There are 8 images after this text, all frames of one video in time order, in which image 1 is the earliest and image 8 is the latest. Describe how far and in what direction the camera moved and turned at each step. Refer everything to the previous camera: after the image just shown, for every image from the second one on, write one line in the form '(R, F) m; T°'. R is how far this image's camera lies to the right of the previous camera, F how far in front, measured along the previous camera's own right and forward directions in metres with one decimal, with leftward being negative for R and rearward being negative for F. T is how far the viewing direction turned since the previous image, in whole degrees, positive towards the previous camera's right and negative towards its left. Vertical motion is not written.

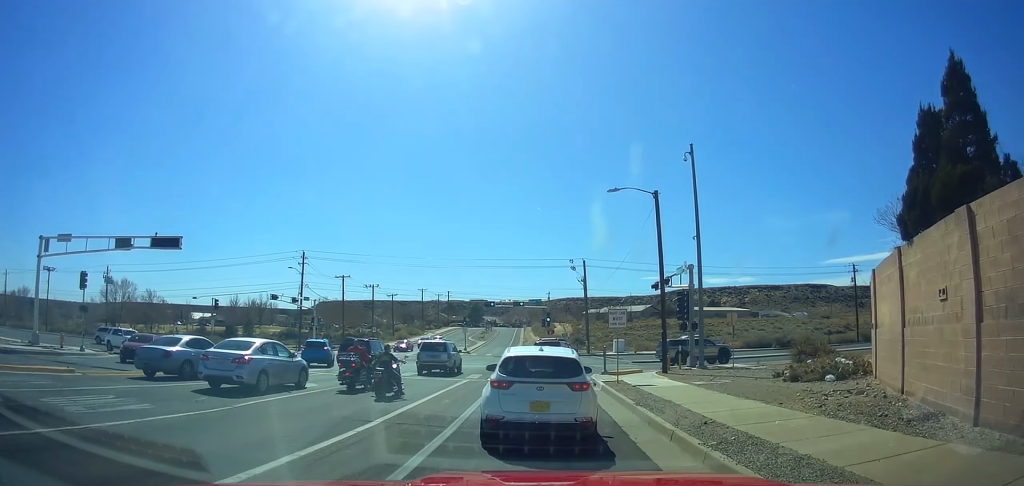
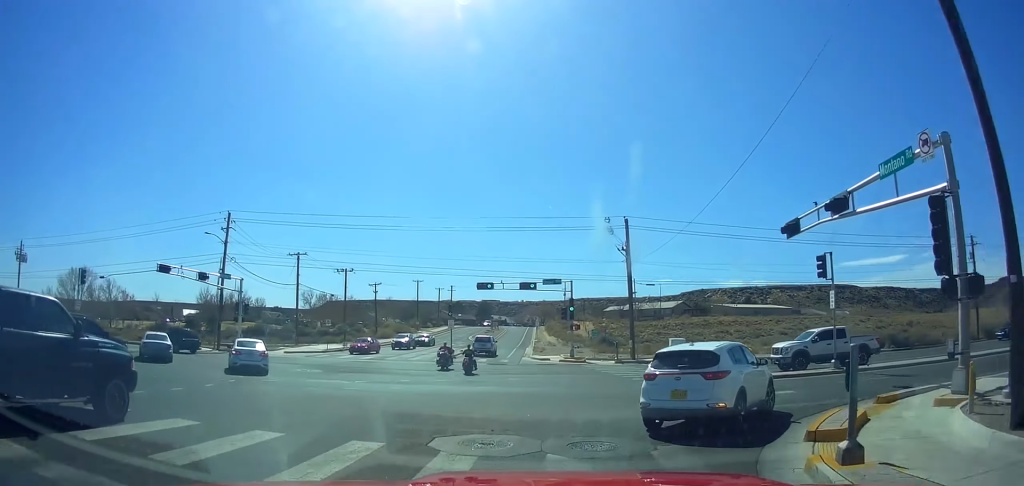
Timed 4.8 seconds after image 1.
(-1.1, +17.6) m; +11°
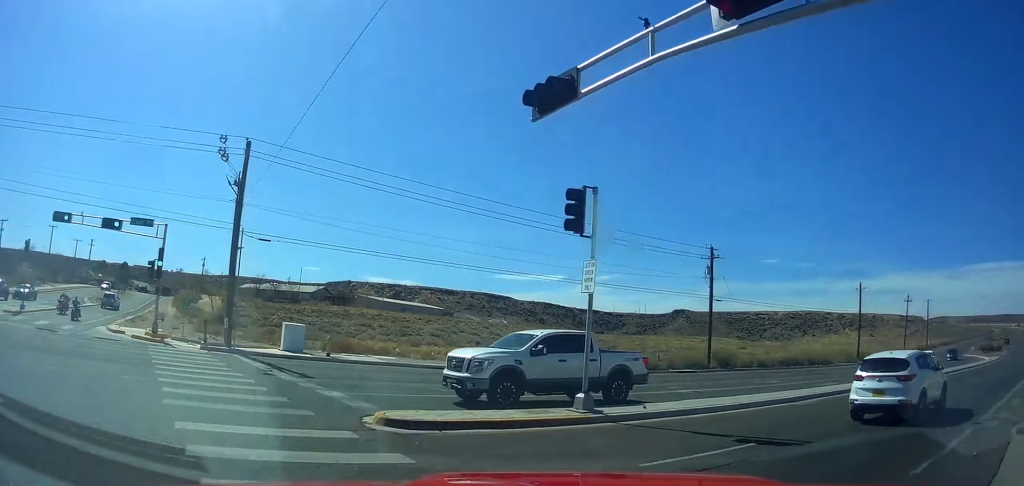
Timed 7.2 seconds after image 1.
(+2.2, +12.7) m; +34°
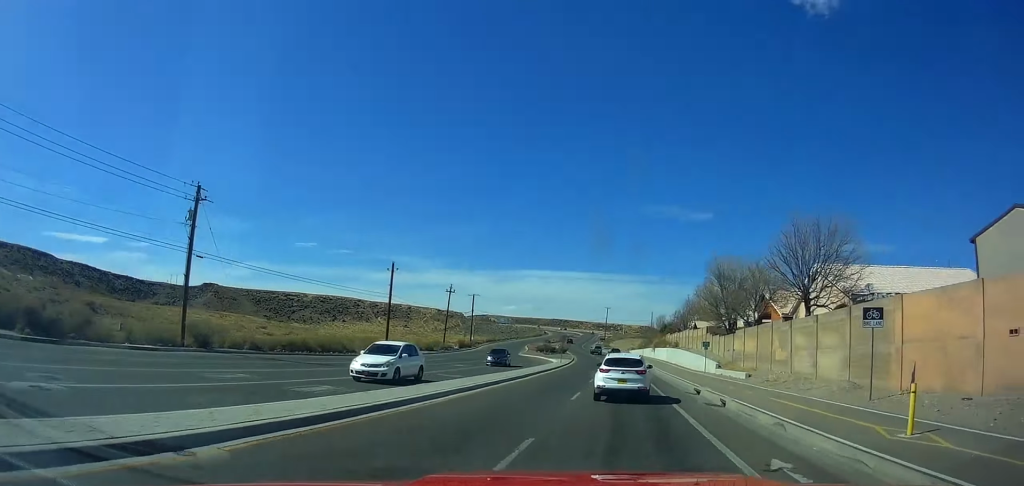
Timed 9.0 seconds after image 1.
(+1.8, +10.3) m; +24°
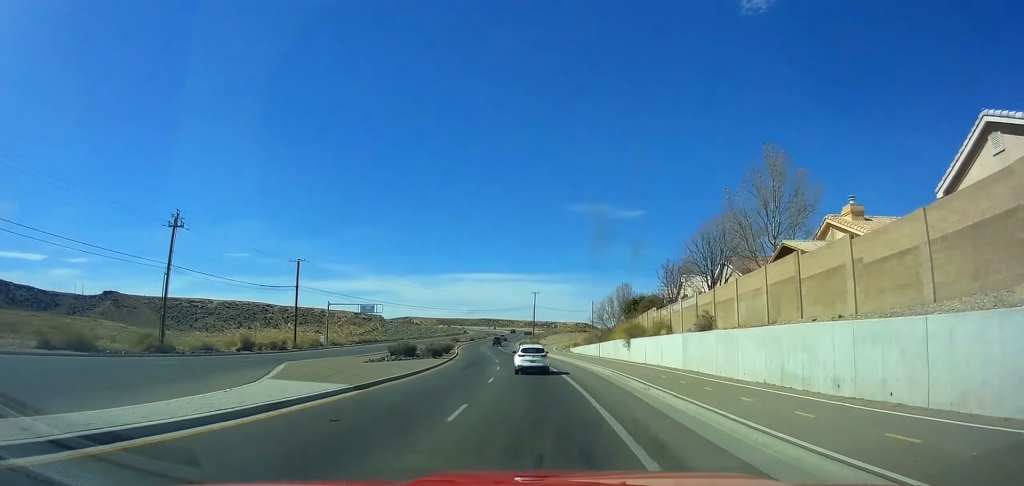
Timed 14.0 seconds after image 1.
(+17.7, +46.6) m; +20°
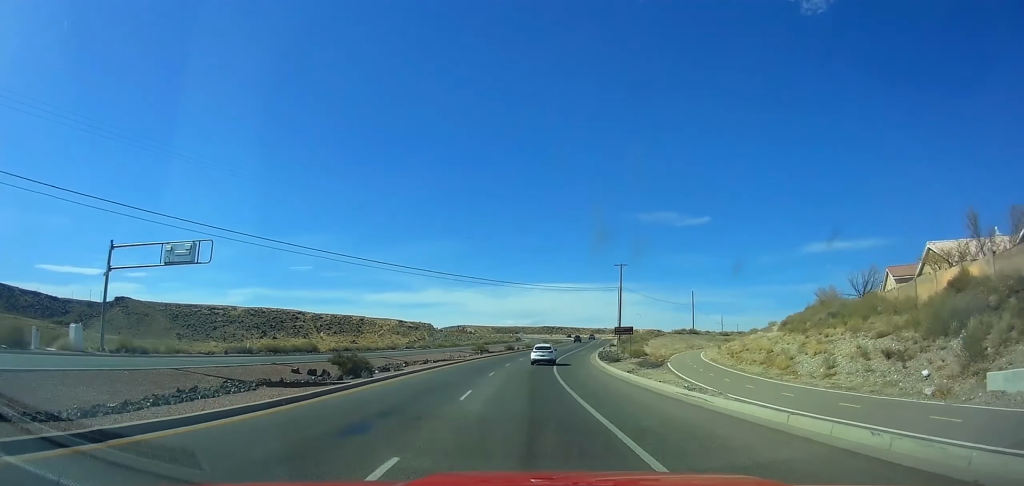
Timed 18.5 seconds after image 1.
(-2.7, +63.2) m; -3°
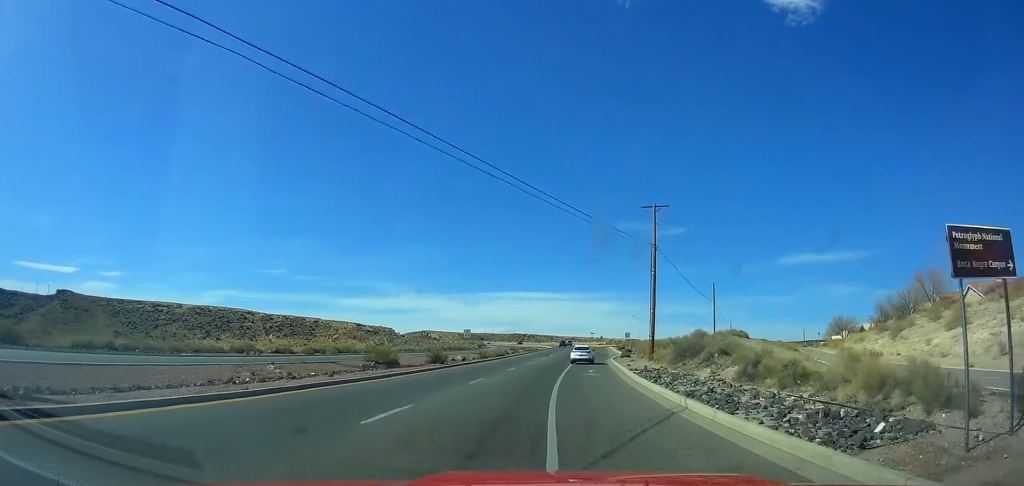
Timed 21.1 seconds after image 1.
(-0.1, +40.5) m; +2°
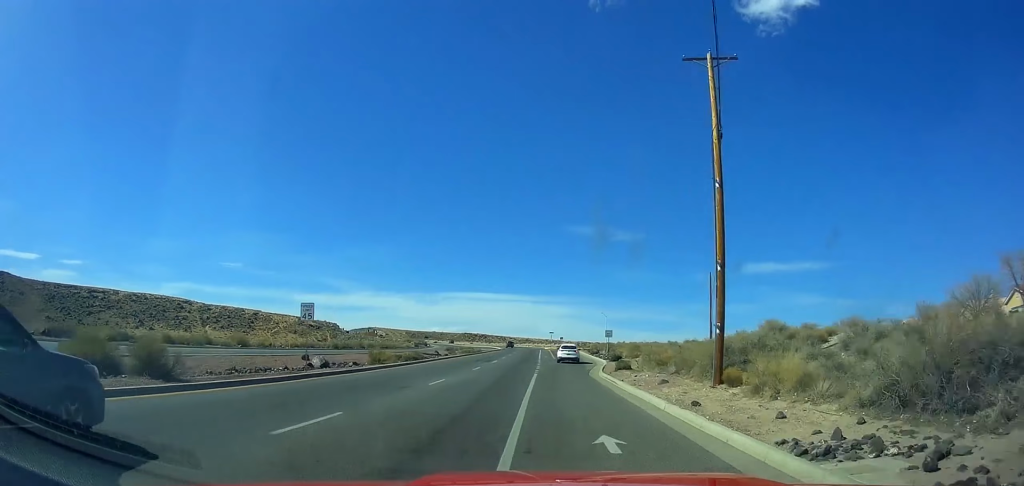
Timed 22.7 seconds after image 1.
(+0.4, +25.4) m; +2°
